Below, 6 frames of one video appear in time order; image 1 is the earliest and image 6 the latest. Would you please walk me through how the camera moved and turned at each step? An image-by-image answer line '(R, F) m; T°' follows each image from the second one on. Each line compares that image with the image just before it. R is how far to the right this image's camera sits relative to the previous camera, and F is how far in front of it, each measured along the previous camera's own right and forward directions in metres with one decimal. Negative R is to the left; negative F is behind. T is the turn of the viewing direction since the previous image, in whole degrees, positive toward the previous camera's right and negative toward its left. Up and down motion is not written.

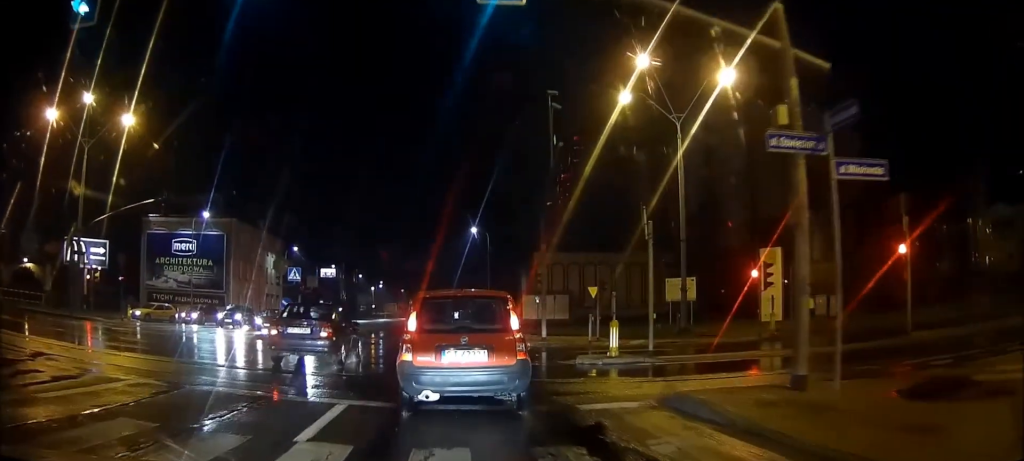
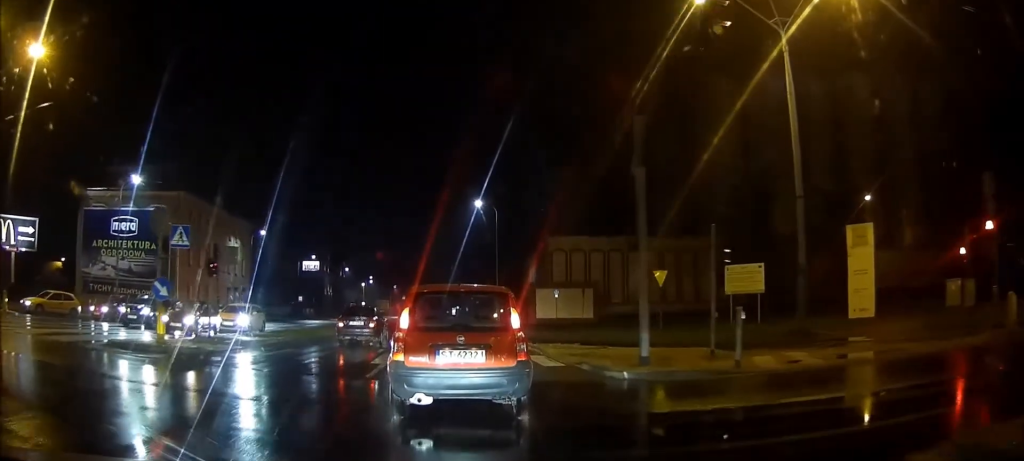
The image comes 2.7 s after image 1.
(-0.1, +15.7) m; 0°
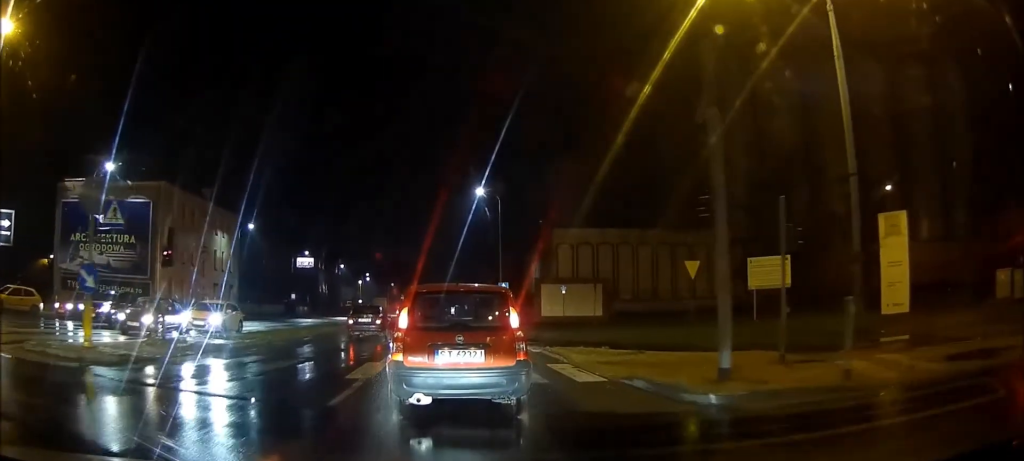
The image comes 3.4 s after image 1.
(+0.1, +4.4) m; 0°
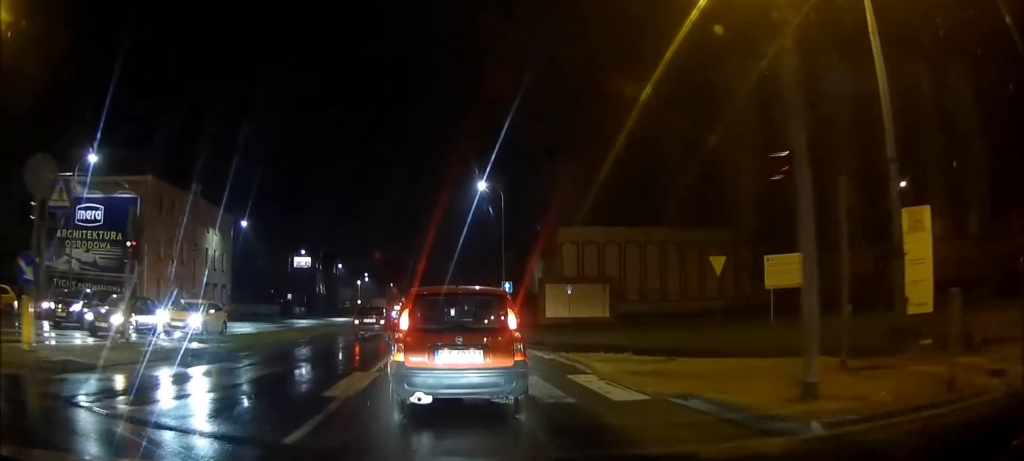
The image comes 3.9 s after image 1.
(0.0, +3.1) m; 0°
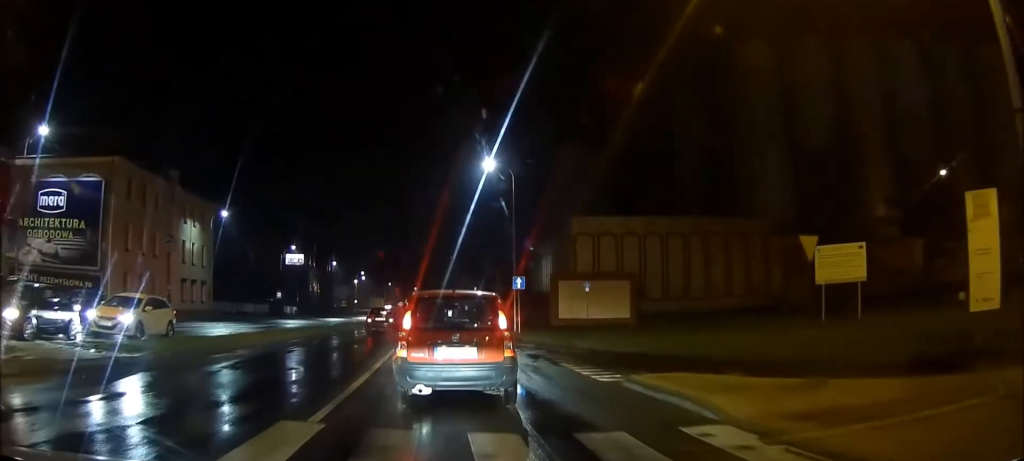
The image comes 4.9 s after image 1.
(0.0, +8.2) m; 0°
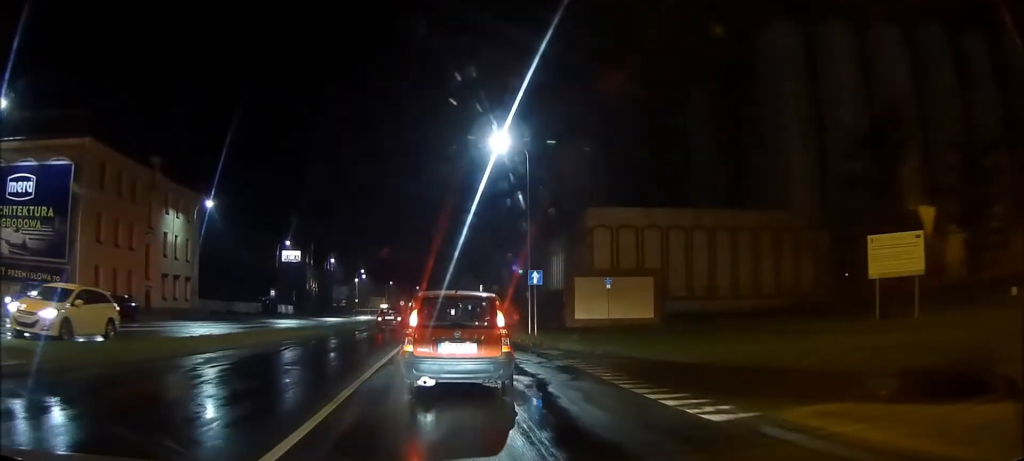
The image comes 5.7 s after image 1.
(0.0, +6.6) m; 0°
